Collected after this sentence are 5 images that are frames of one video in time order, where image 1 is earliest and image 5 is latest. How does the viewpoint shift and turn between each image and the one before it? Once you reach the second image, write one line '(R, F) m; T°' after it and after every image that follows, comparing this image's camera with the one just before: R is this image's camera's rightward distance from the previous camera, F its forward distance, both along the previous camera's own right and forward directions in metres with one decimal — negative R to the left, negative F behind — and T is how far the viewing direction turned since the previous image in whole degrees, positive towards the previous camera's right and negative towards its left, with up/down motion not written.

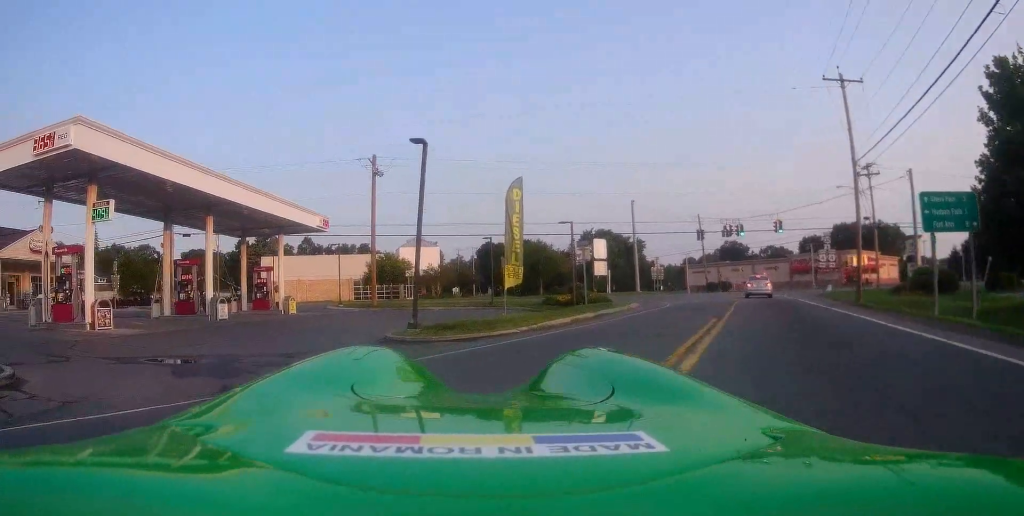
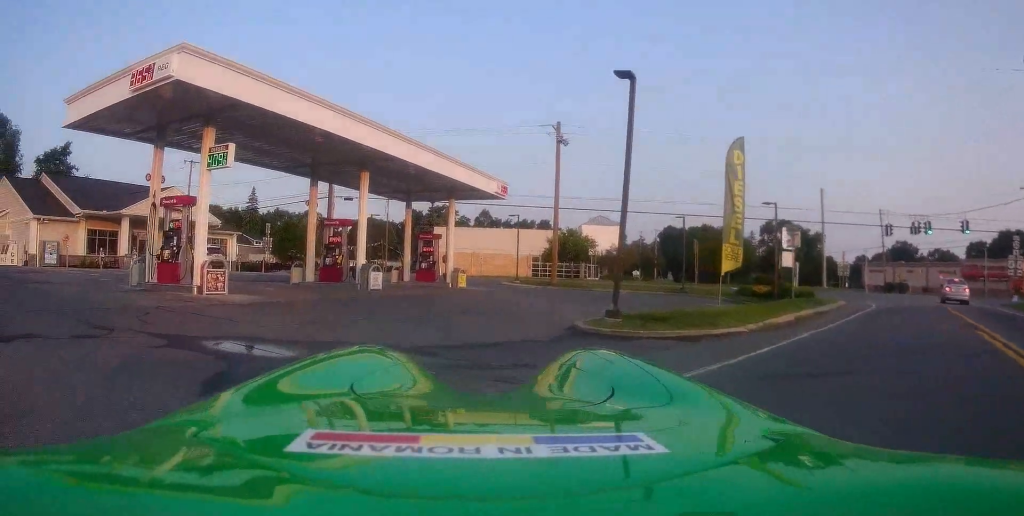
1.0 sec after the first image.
(-0.6, +3.4) m; -19°
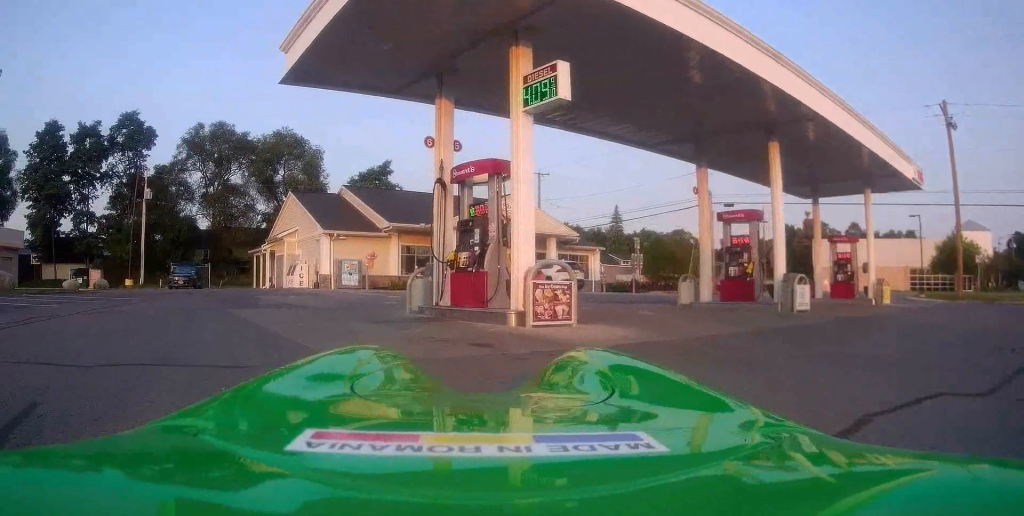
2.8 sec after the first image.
(-2.2, +6.7) m; -33°
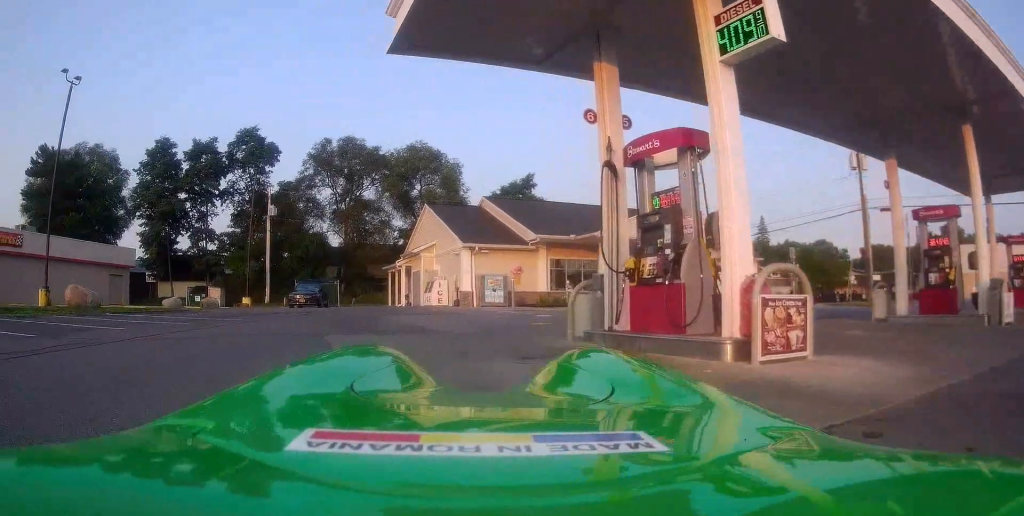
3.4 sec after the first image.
(-0.2, +2.8) m; -10°
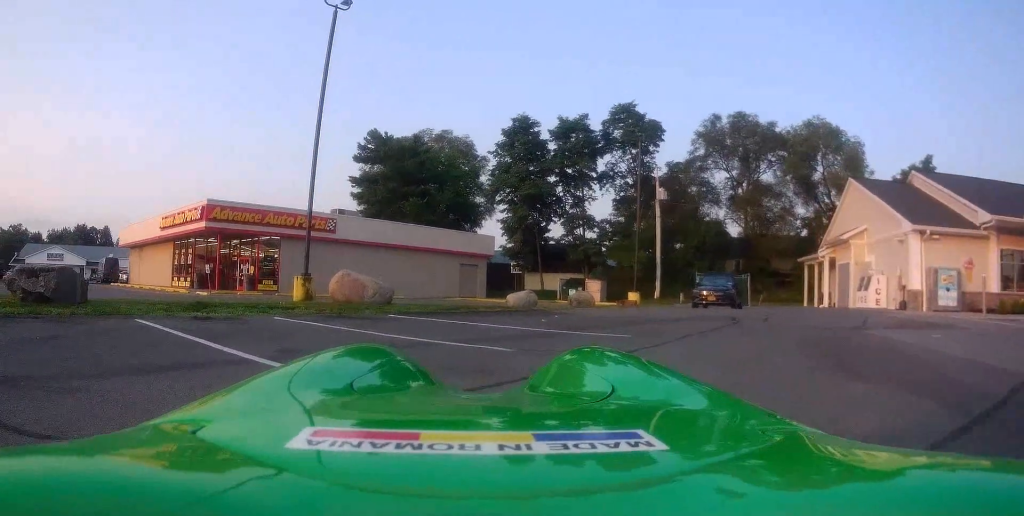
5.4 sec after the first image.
(-2.1, +6.9) m; -30°
